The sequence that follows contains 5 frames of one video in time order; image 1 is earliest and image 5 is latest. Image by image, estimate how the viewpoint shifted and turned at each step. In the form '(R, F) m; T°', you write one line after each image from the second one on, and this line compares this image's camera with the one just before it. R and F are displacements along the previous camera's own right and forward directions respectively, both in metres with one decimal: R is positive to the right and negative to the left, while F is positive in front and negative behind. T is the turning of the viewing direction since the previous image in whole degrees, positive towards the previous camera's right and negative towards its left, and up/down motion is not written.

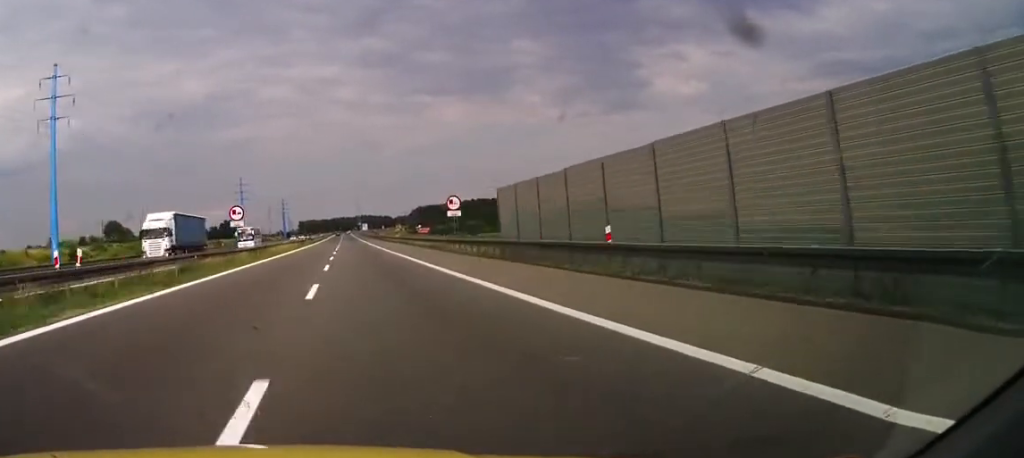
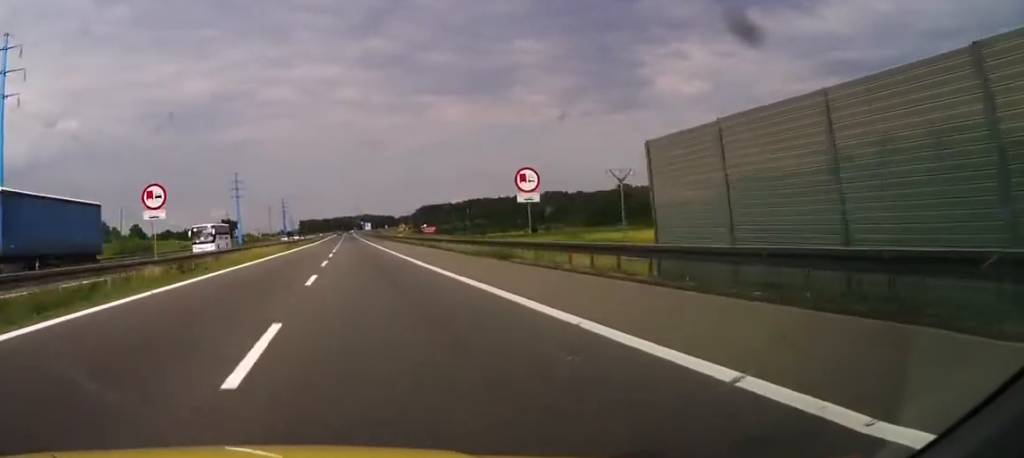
(0.0, +20.0) m; 0°
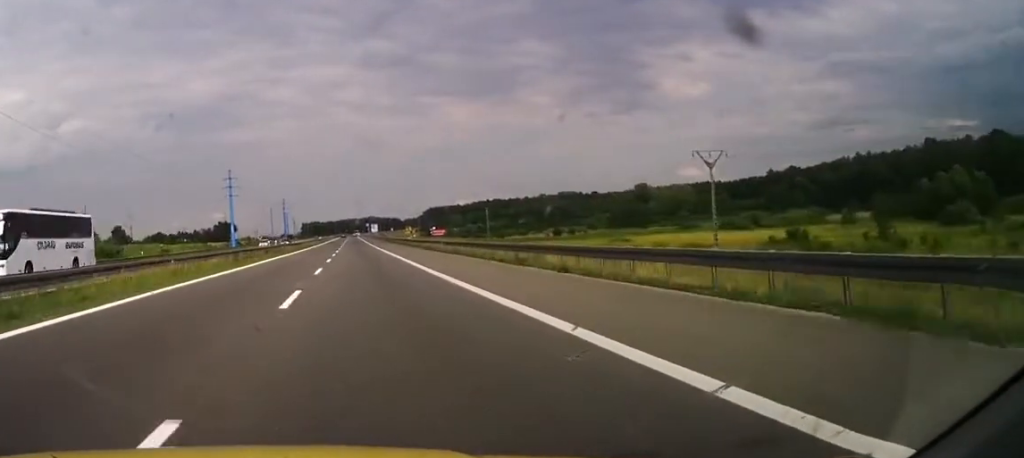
(0.0, +29.4) m; 0°
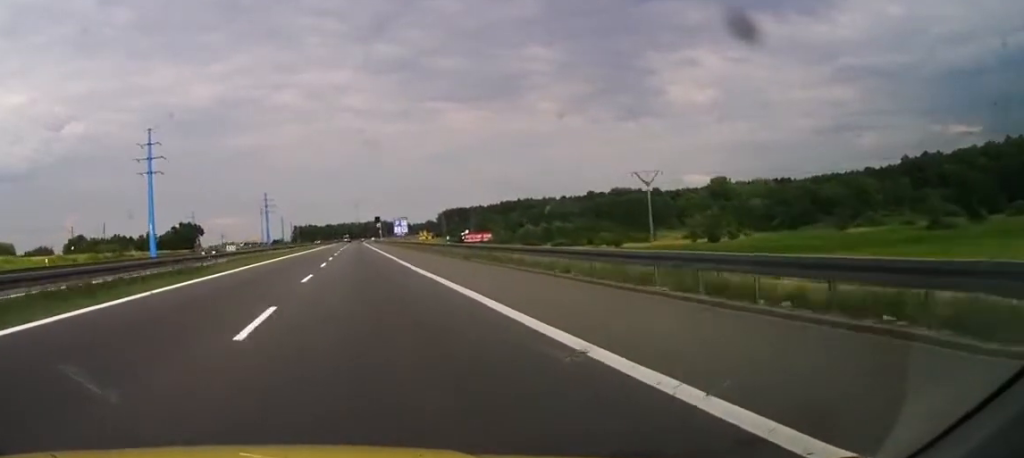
(-0.1, +124.9) m; 0°
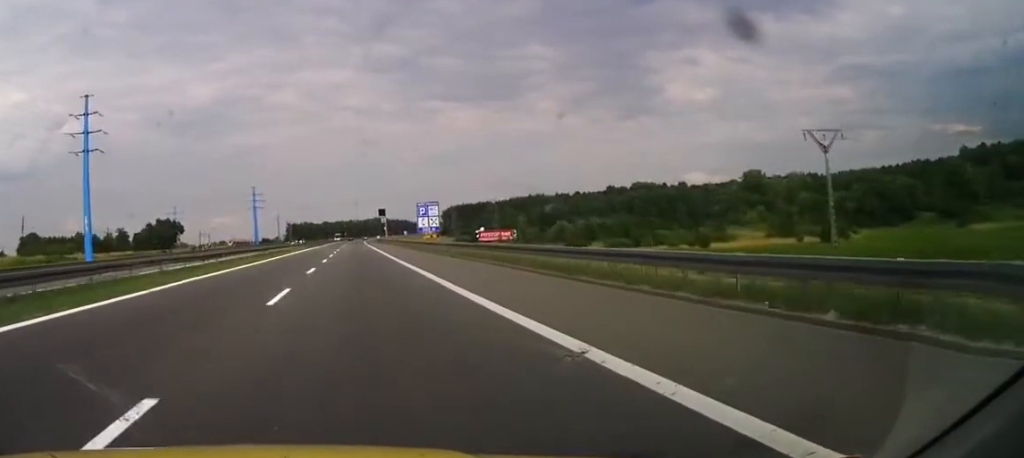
(0.0, +43.4) m; 0°
